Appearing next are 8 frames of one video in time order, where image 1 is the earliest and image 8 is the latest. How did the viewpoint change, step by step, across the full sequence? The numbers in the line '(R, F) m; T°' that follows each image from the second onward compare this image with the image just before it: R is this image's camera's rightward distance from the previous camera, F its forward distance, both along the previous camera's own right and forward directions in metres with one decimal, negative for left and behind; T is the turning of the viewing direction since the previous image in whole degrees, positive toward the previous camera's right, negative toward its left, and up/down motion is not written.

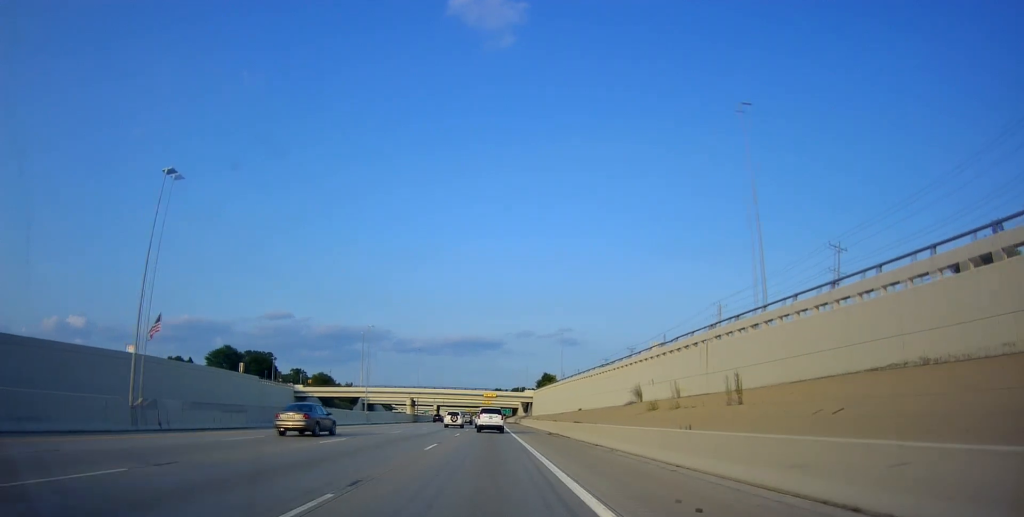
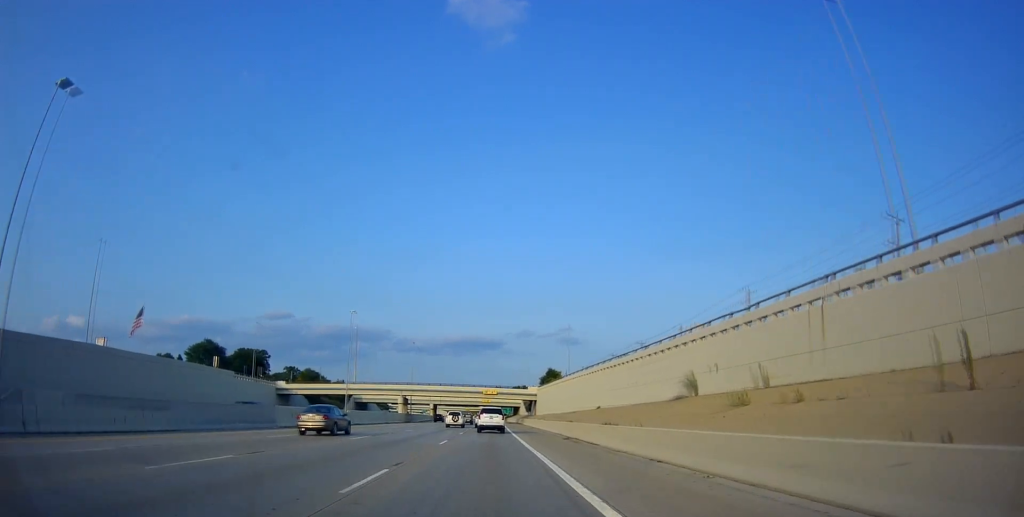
(+0.1, +11.4) m; 0°
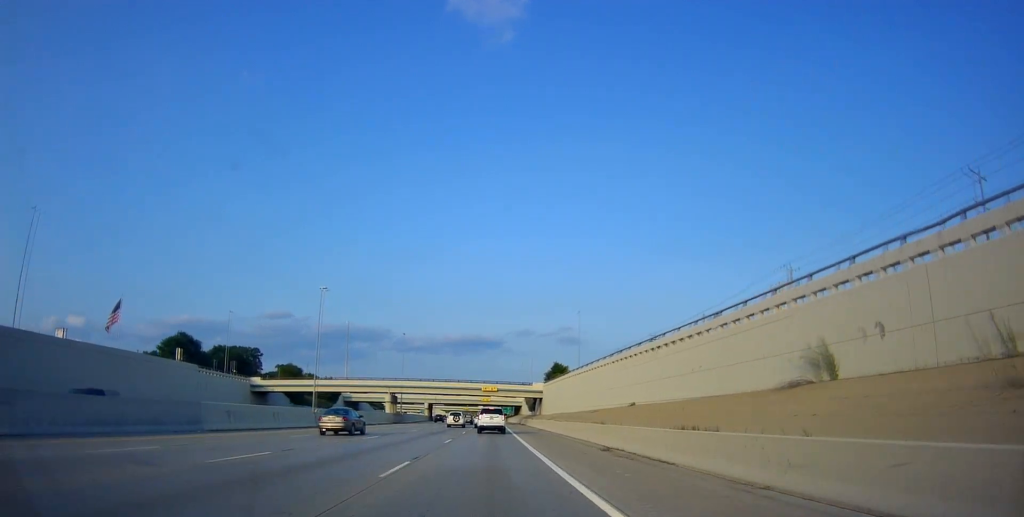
(-0.3, +13.1) m; 0°
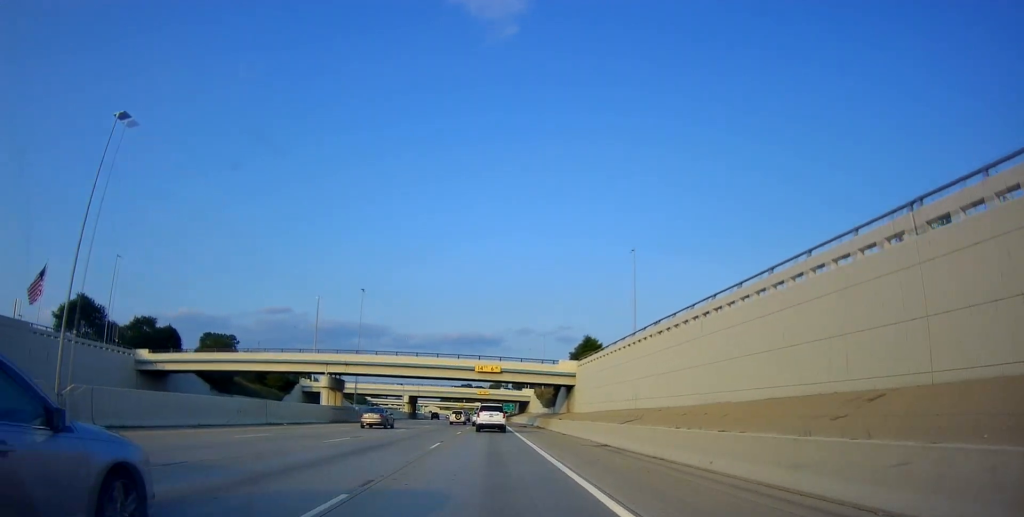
(+0.3, +38.0) m; +1°
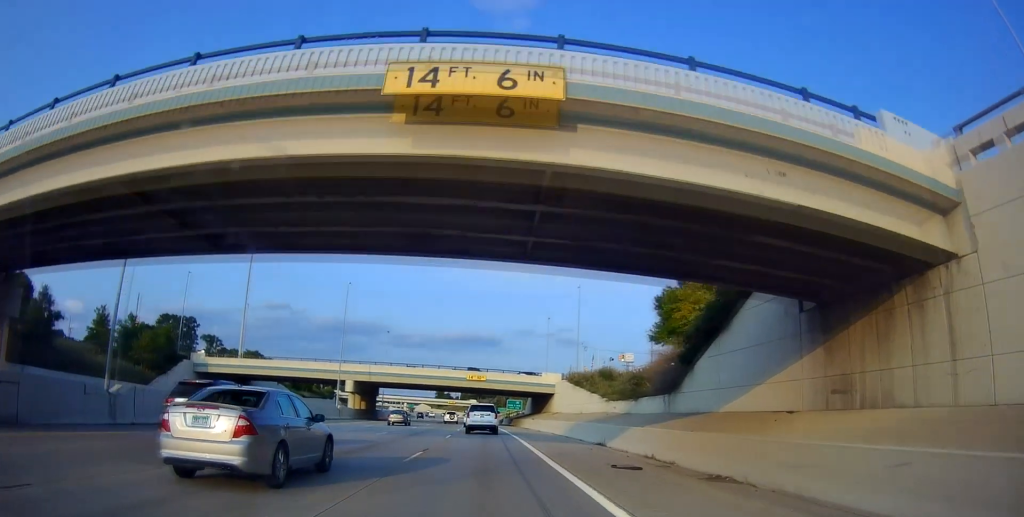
(-0.9, +51.4) m; -1°
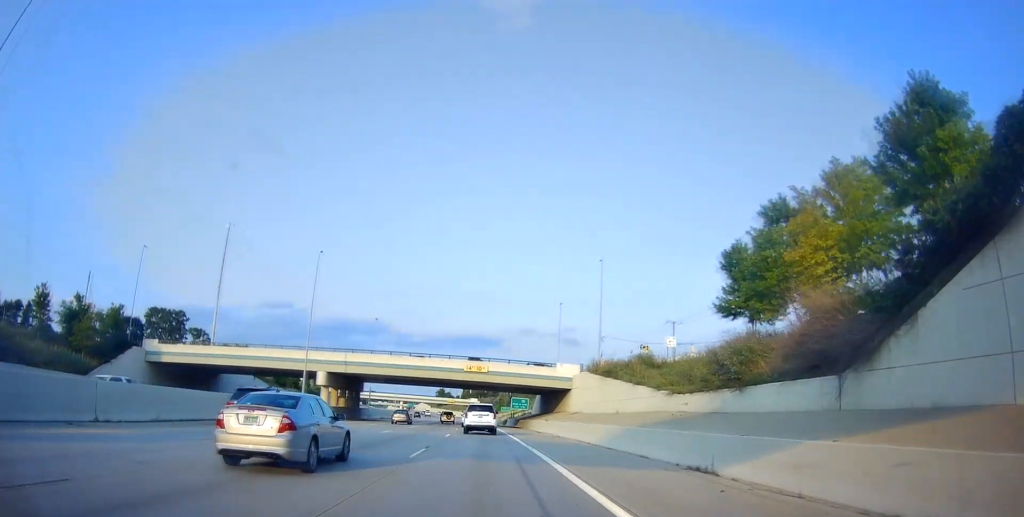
(+0.1, +14.3) m; 0°
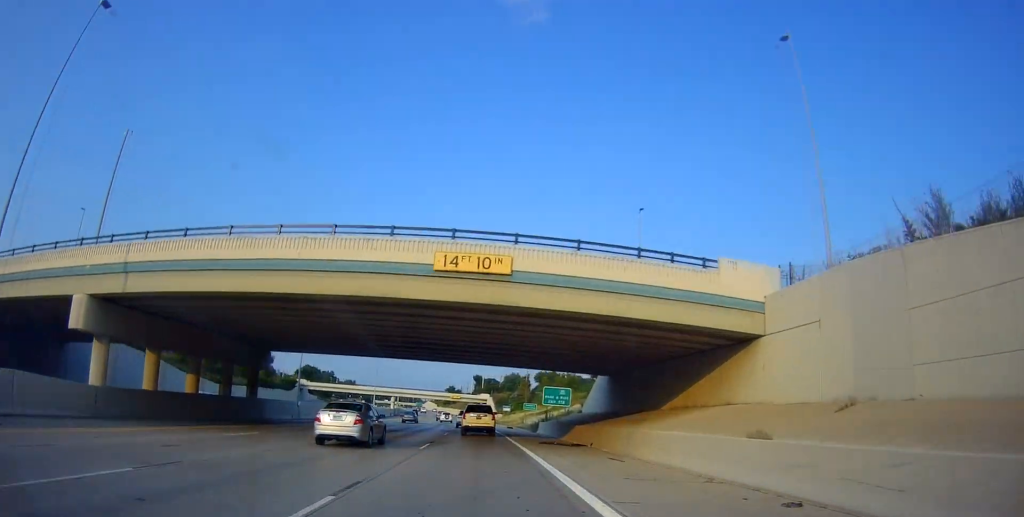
(+0.6, +43.2) m; +1°
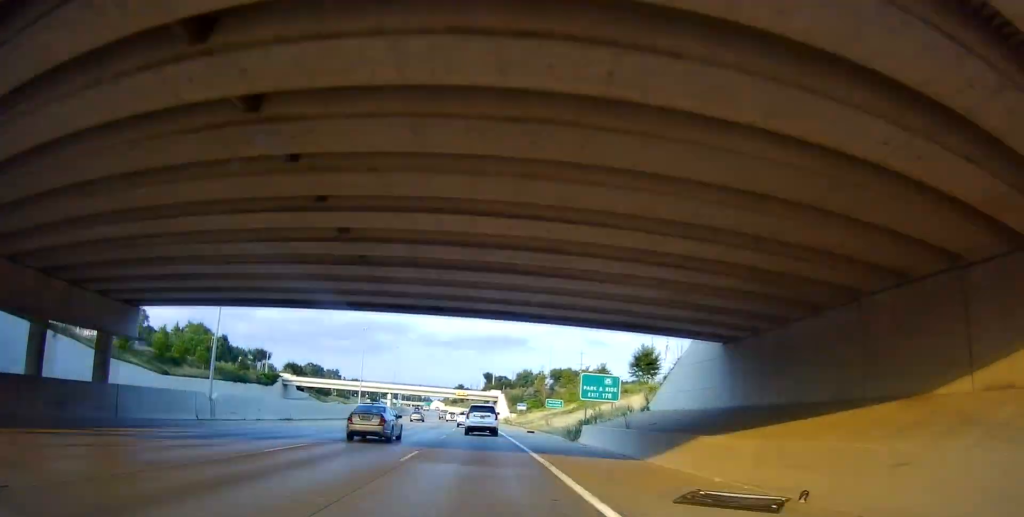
(0.0, +20.6) m; 0°
